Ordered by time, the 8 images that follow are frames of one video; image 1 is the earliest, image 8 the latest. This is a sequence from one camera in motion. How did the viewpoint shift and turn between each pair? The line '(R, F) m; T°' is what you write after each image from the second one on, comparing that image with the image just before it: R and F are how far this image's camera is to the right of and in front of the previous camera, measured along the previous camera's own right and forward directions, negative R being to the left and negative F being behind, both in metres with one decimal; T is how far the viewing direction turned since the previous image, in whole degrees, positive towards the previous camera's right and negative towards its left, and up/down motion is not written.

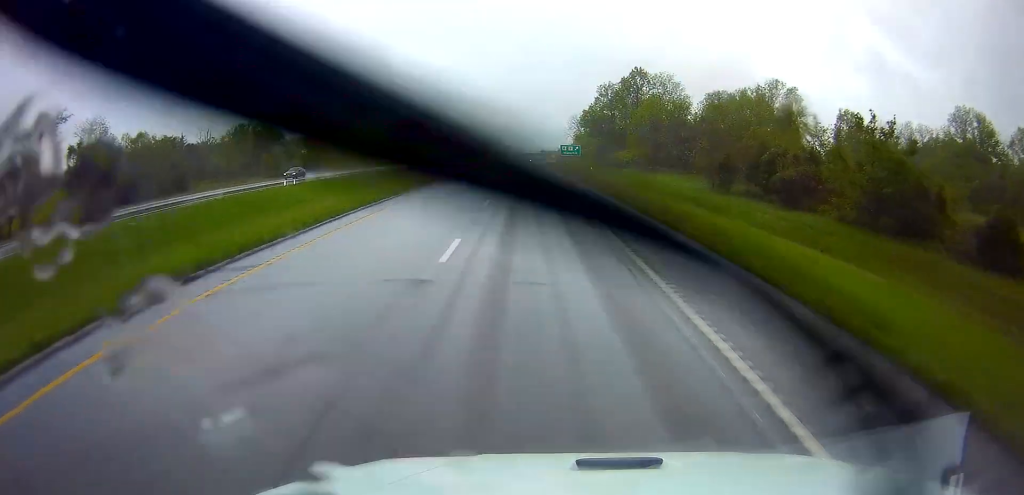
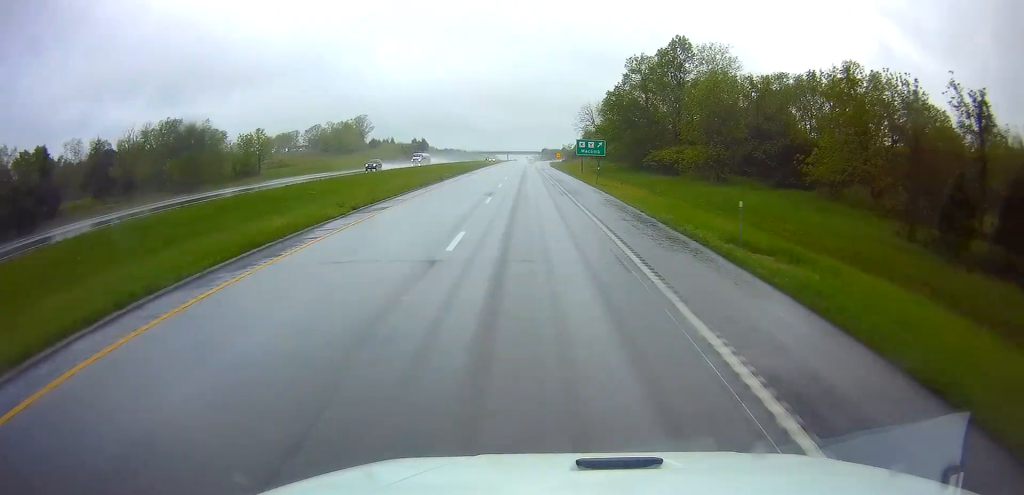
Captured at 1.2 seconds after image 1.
(0.0, +35.3) m; 0°
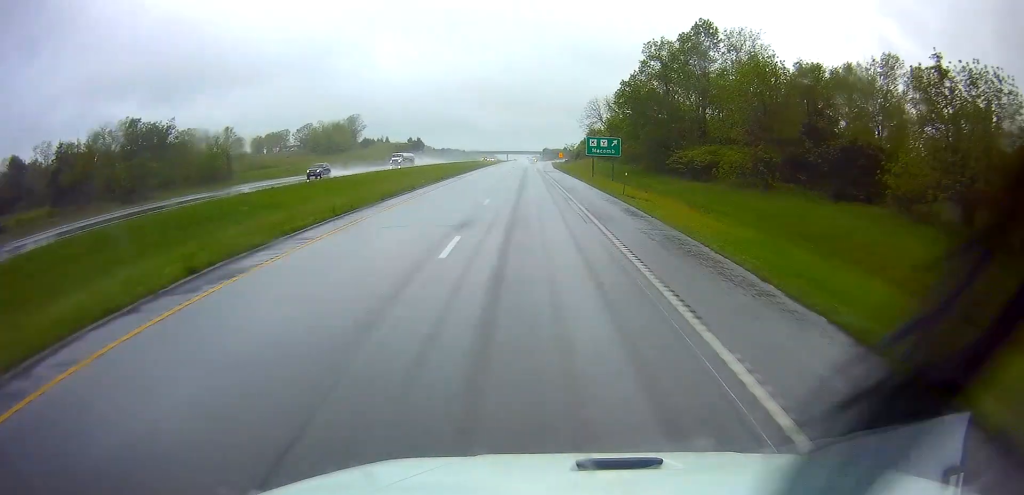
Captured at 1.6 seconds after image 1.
(0.0, +13.1) m; 0°
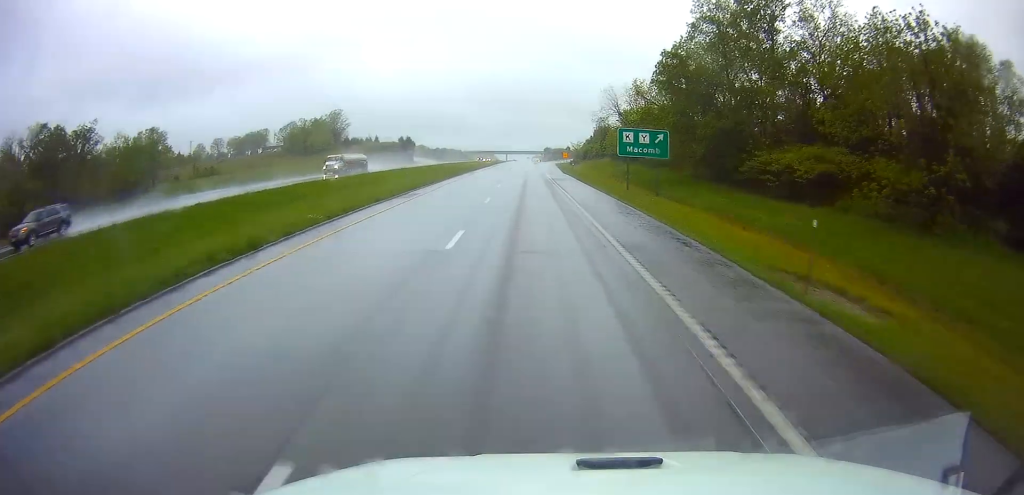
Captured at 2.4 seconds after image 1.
(+0.2, +23.2) m; 0°
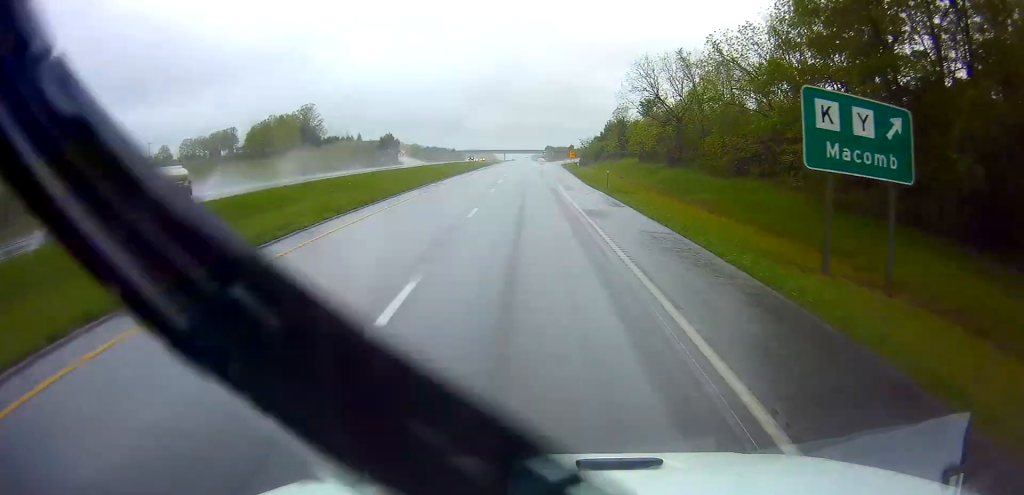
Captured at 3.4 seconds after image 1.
(-0.2, +30.3) m; 0°
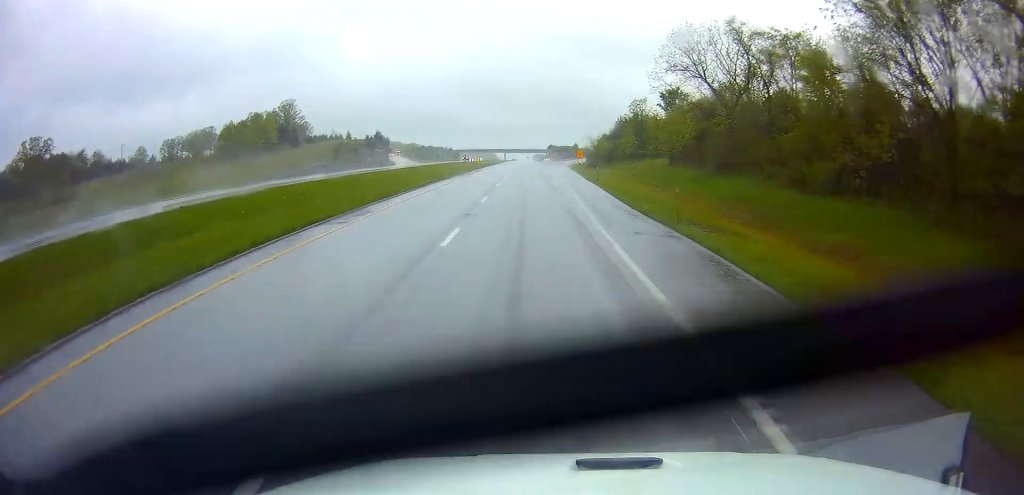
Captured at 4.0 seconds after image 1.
(0.0, +18.2) m; 0°
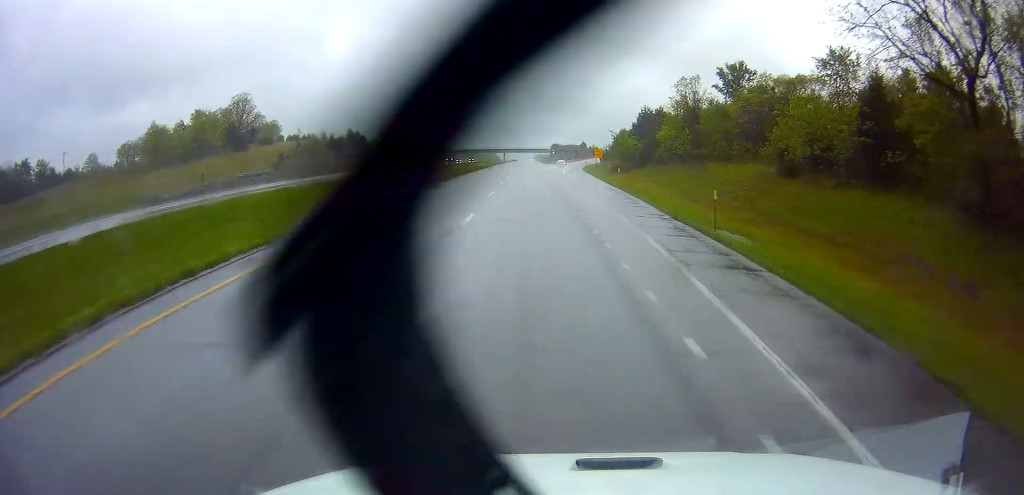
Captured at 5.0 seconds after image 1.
(0.0, +32.4) m; 0°
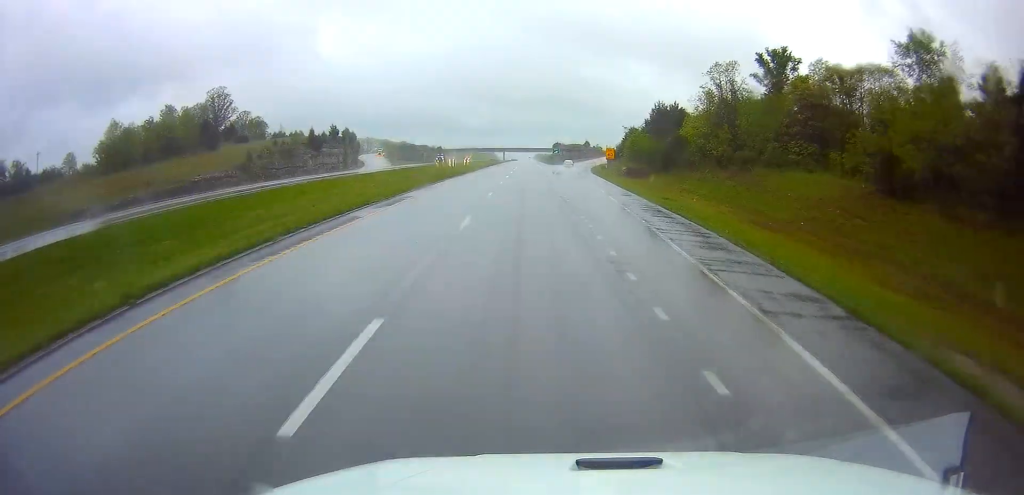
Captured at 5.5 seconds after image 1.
(0.0, +13.2) m; 0°
